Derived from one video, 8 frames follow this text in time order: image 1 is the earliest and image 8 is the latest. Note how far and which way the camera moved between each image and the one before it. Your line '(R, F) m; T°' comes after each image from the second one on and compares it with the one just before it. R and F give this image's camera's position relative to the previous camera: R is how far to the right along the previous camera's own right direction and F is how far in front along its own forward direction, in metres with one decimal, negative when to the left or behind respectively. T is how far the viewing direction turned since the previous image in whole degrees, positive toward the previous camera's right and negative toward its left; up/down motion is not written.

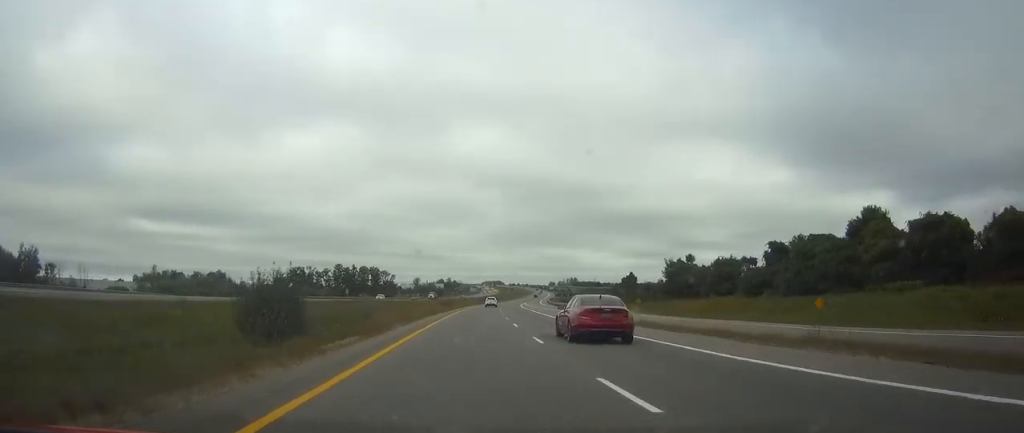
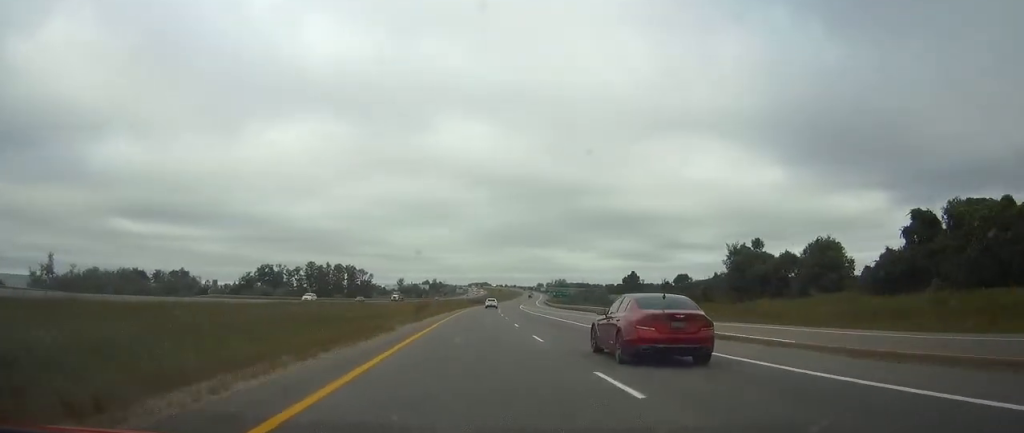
(+0.4, +34.6) m; +1°
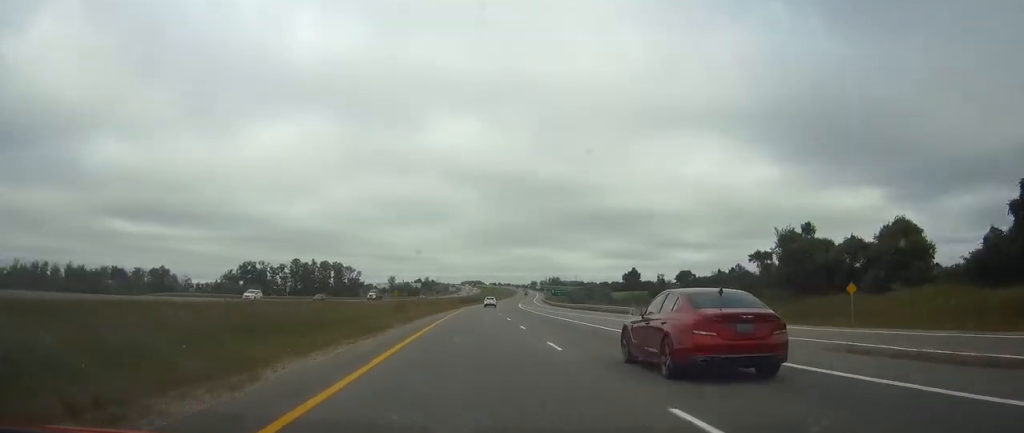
(+0.1, +16.2) m; +1°
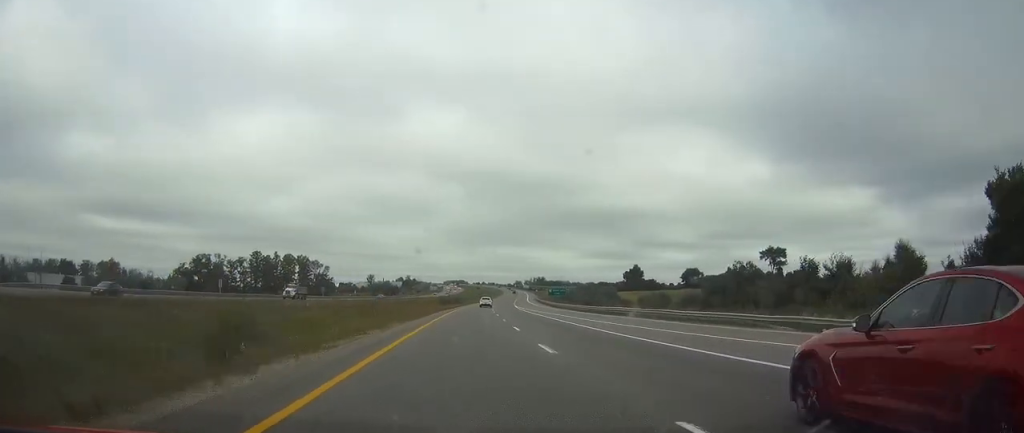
(+0.3, +36.8) m; +1°
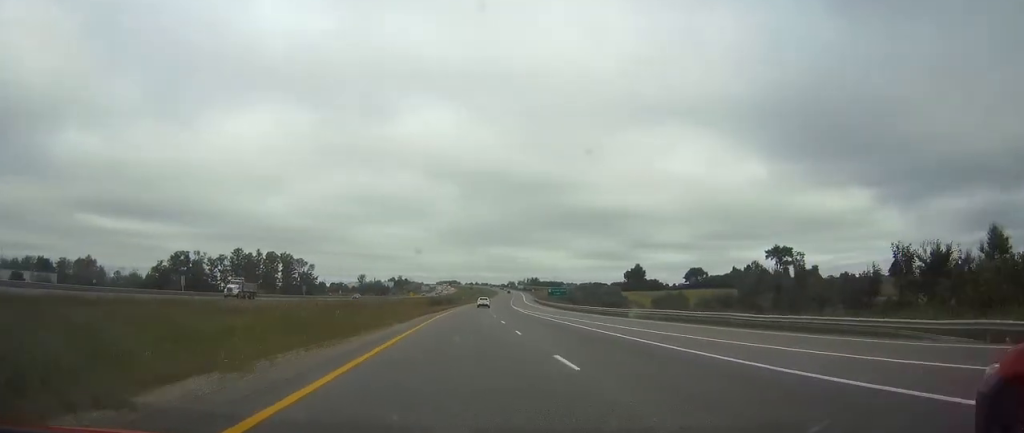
(0.0, +15.2) m; +1°
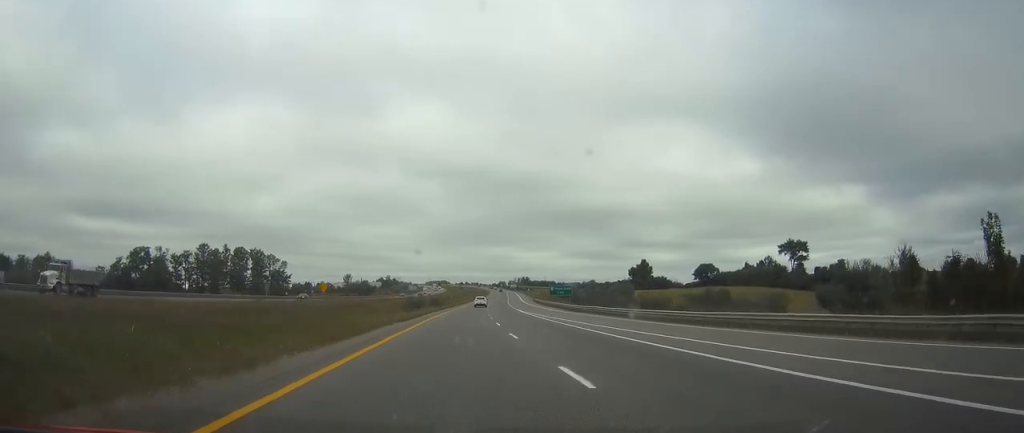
(+0.3, +26.0) m; +1°
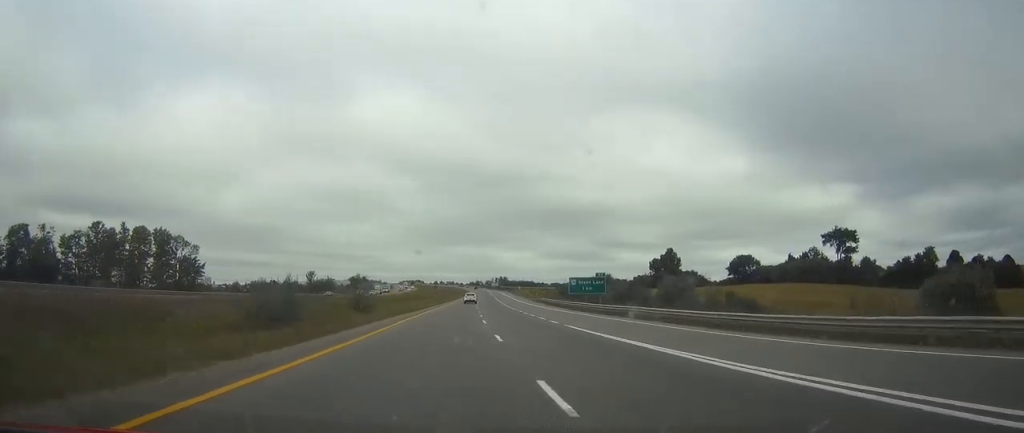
(+1.0, +61.9) m; +2°
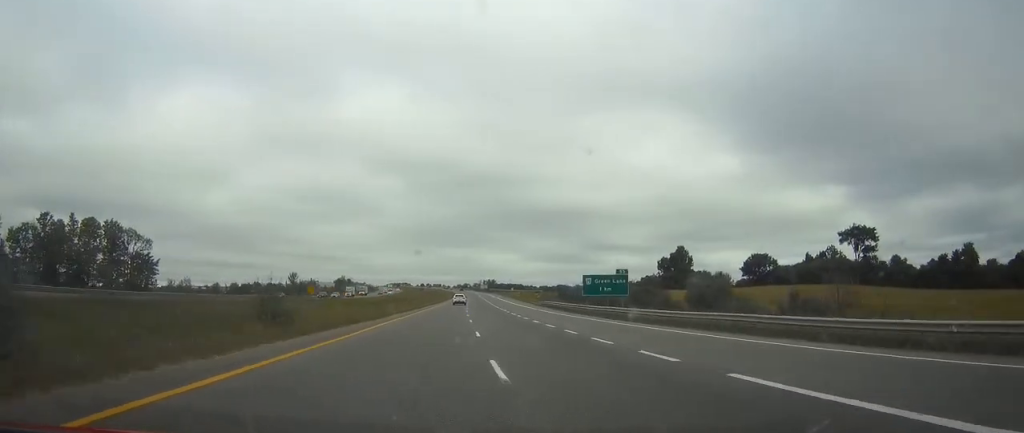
(+0.2, +21.7) m; +1°
